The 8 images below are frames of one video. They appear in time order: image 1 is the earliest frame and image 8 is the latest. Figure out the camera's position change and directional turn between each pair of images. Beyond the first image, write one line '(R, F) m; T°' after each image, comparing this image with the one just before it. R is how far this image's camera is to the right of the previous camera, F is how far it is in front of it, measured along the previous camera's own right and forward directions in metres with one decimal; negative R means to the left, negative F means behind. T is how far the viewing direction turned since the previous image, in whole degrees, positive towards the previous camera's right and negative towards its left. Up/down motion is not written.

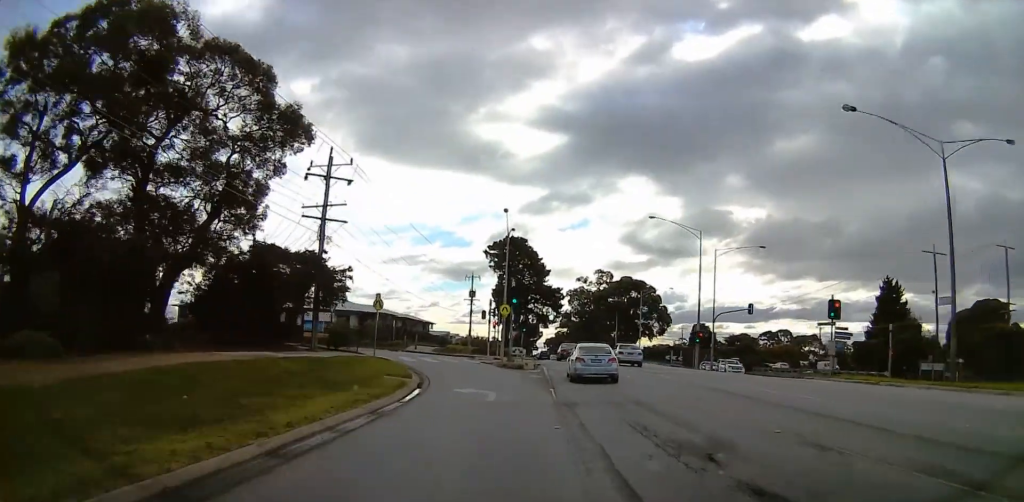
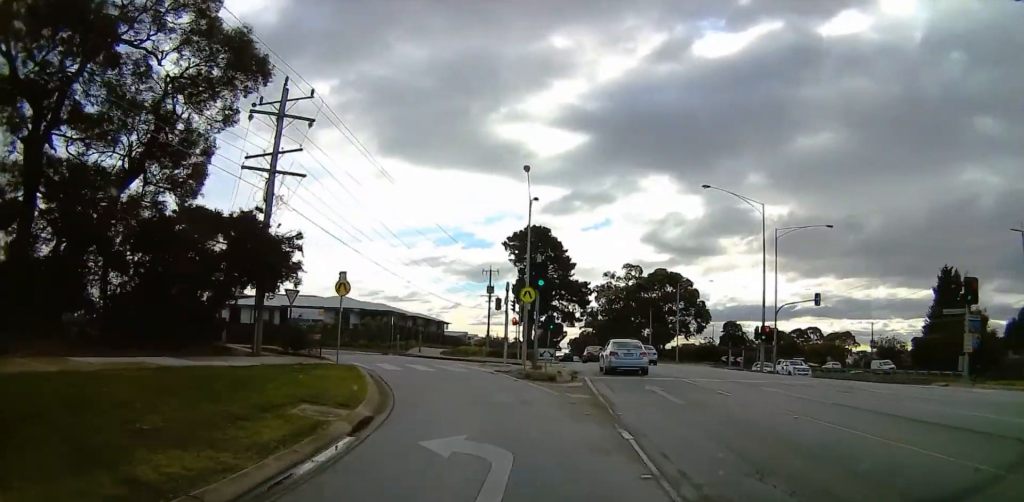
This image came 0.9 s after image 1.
(-1.2, +10.2) m; -2°
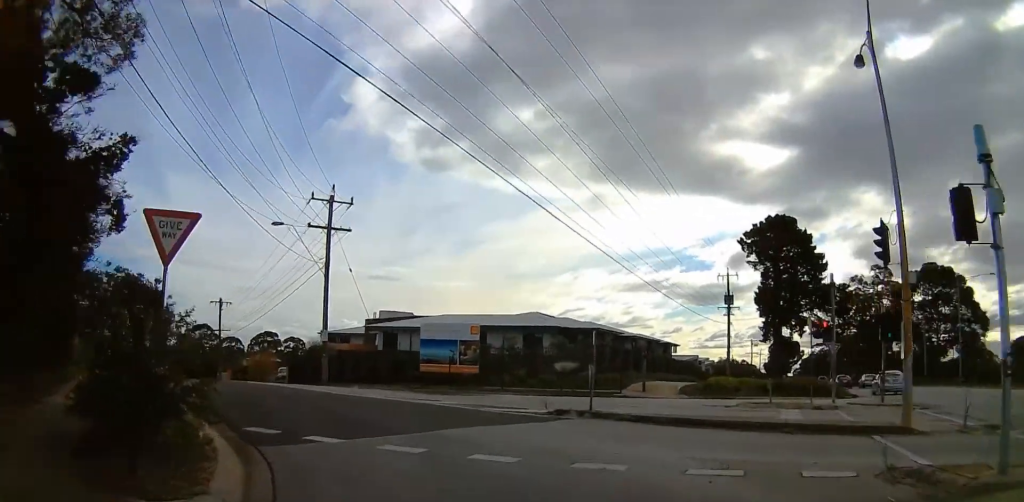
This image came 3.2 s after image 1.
(-1.3, +22.0) m; -17°
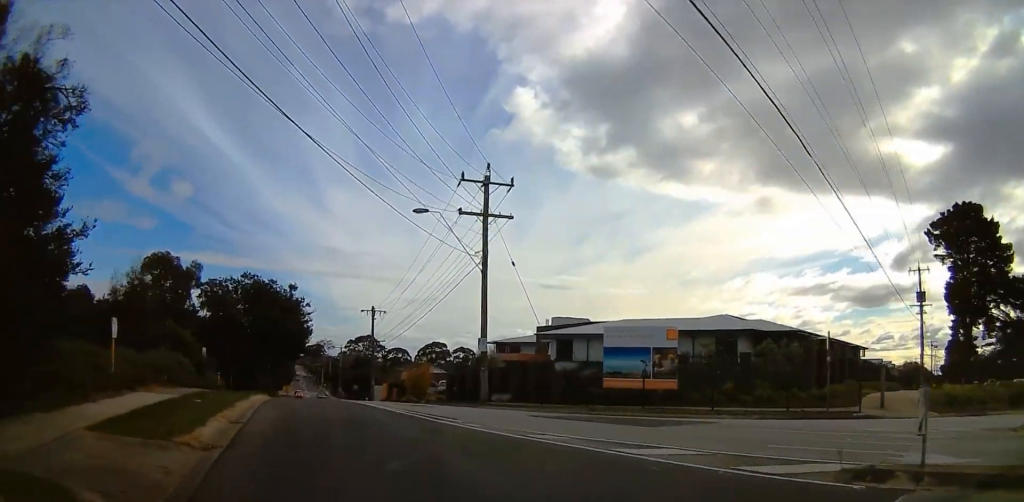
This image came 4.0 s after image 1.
(-0.3, +6.9) m; -14°
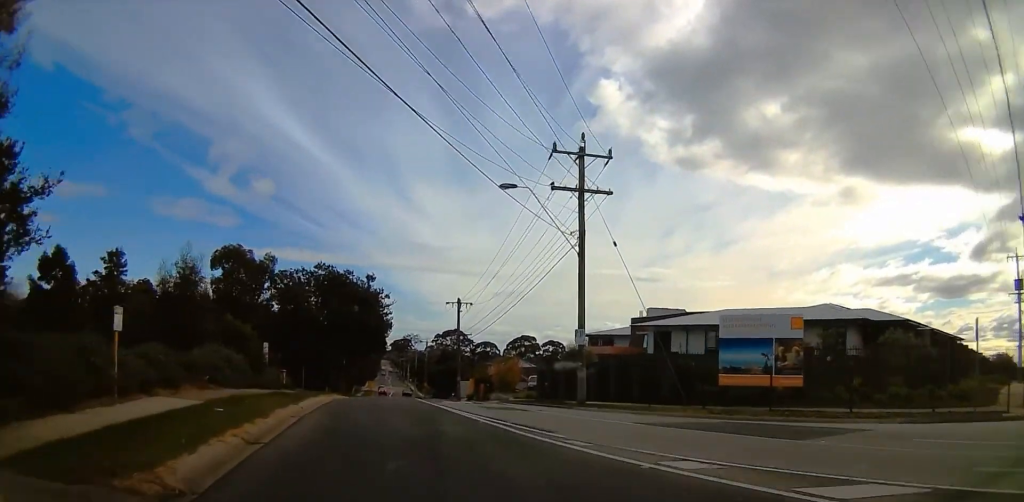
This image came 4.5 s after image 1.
(-0.5, +3.7) m; -7°
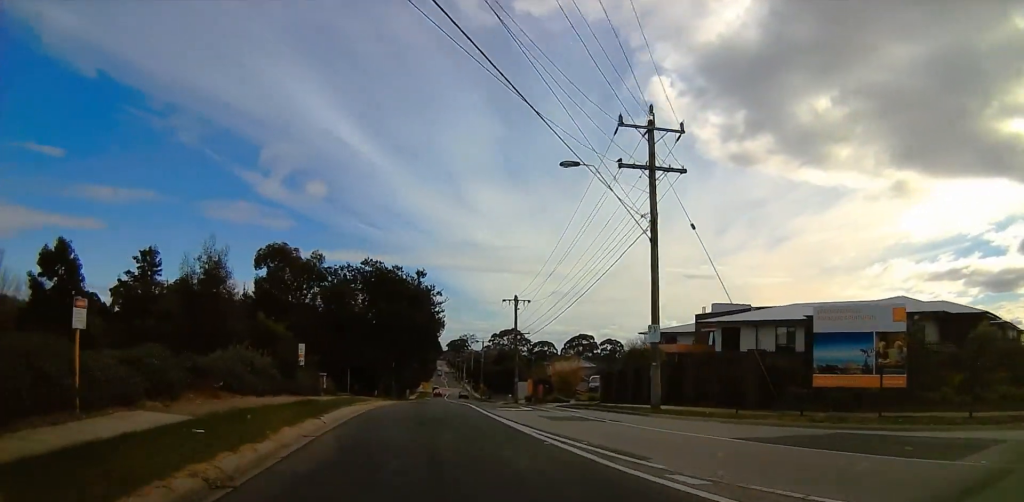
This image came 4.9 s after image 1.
(-0.5, +3.2) m; -6°
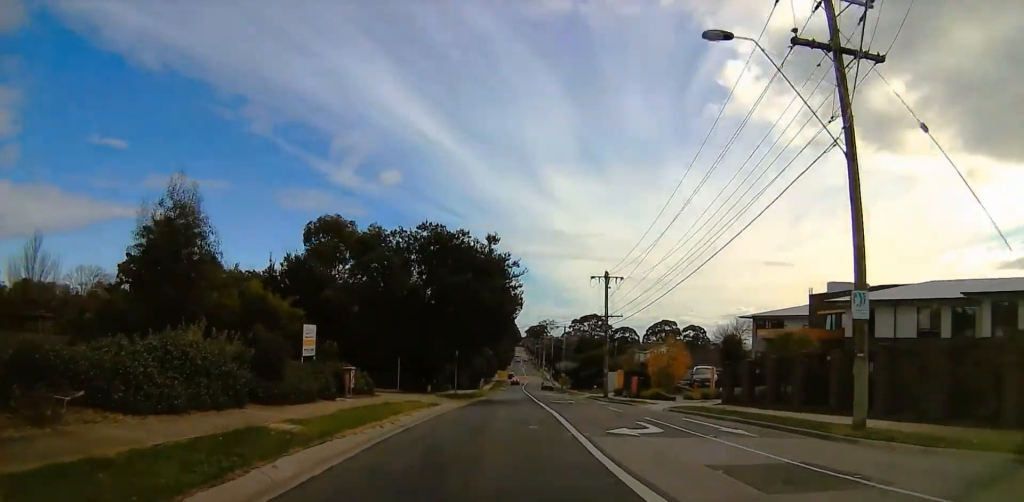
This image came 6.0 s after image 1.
(-0.8, +10.0) m; -6°
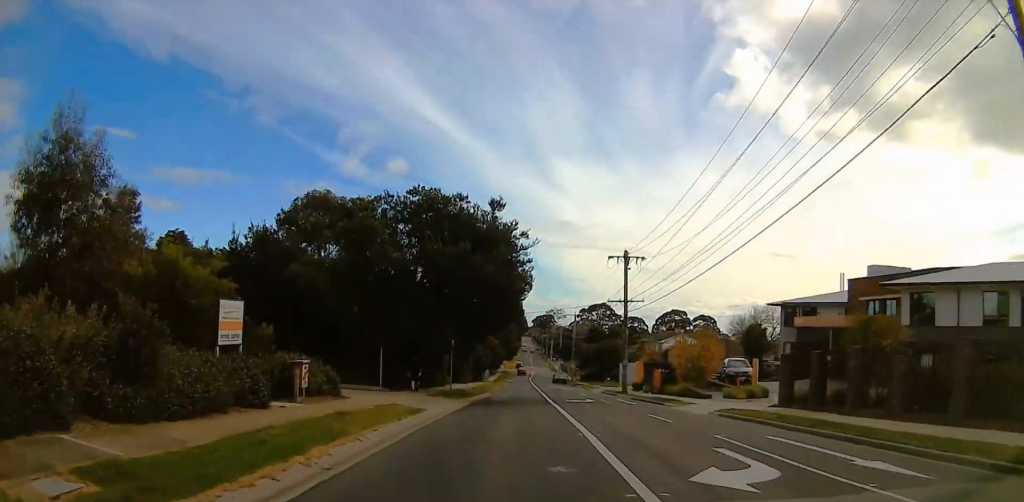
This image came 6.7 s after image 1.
(-0.1, +6.3) m; -1°
